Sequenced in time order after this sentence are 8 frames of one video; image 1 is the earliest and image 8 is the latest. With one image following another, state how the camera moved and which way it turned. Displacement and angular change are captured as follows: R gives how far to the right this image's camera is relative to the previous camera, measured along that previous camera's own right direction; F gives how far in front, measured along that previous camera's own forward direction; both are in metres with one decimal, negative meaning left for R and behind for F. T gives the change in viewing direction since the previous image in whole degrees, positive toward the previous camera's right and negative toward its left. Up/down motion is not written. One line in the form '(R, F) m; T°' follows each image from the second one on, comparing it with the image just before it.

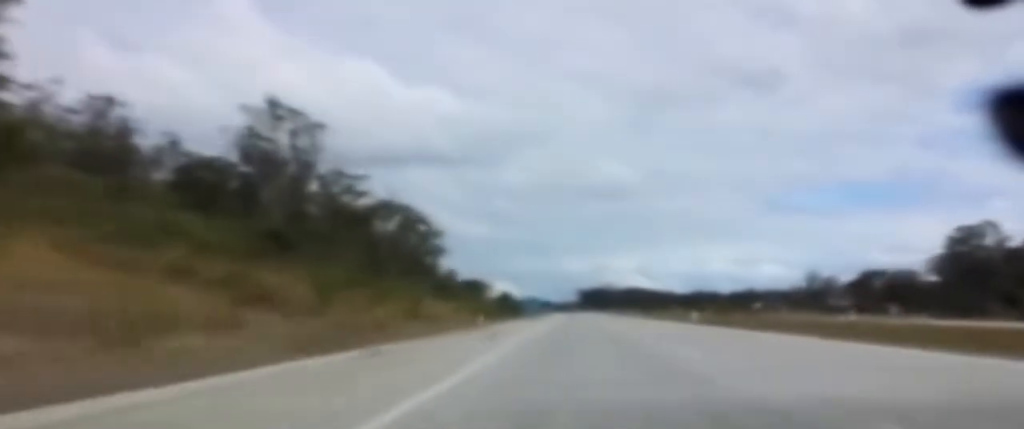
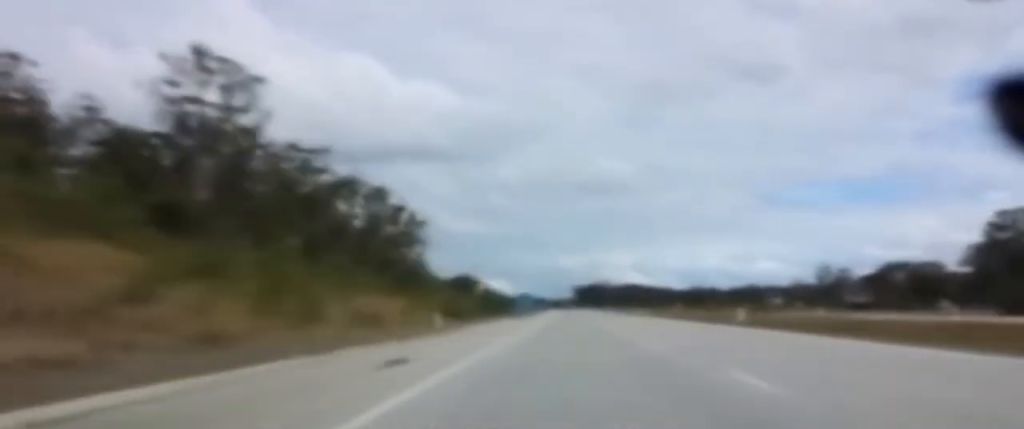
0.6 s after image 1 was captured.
(0.0, +17.4) m; 0°
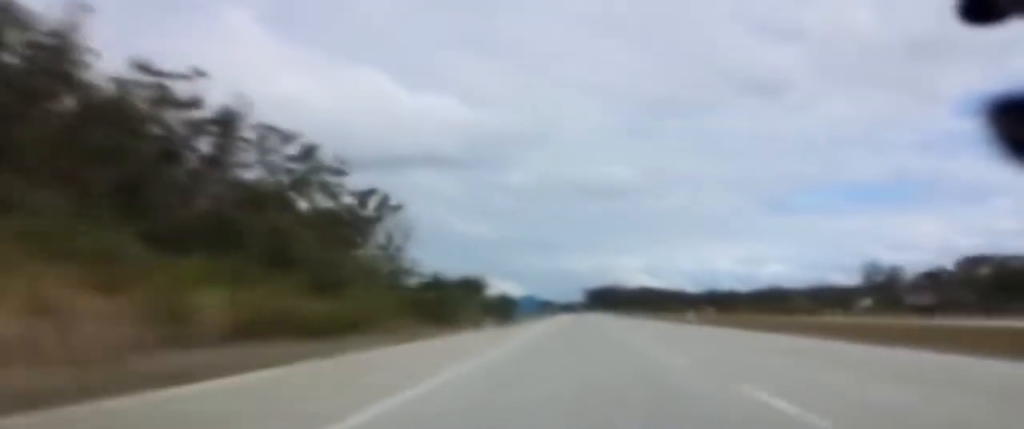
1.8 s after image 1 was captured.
(+0.1, +38.9) m; 0°
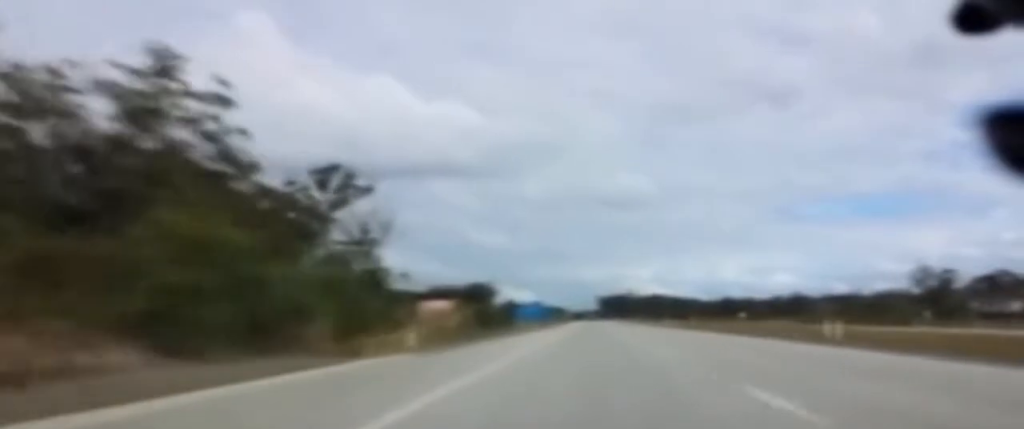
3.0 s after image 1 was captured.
(-0.1, +35.8) m; 0°
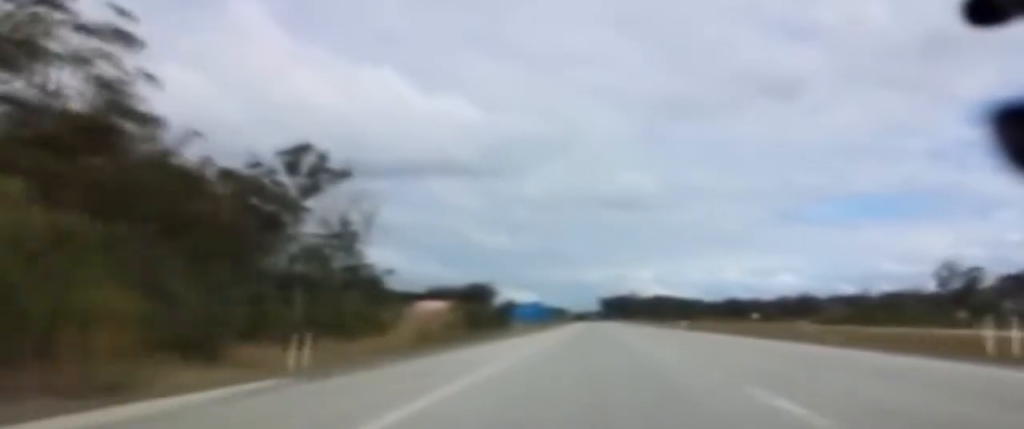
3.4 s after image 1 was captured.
(0.0, +12.3) m; 0°
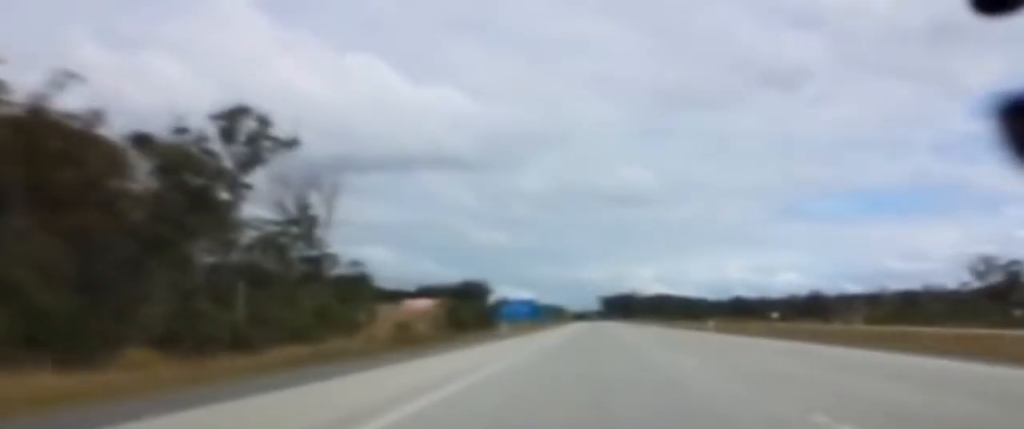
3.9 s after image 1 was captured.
(0.0, +15.3) m; 0°
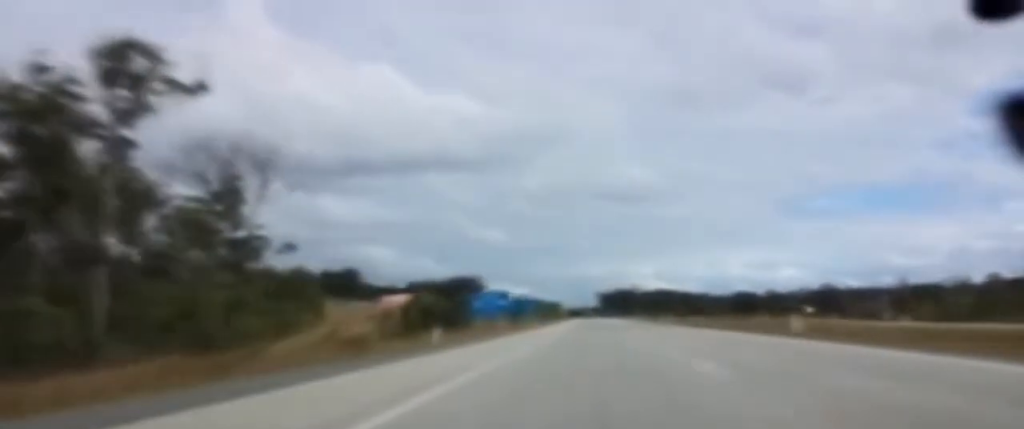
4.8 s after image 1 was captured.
(0.0, +26.6) m; 0°
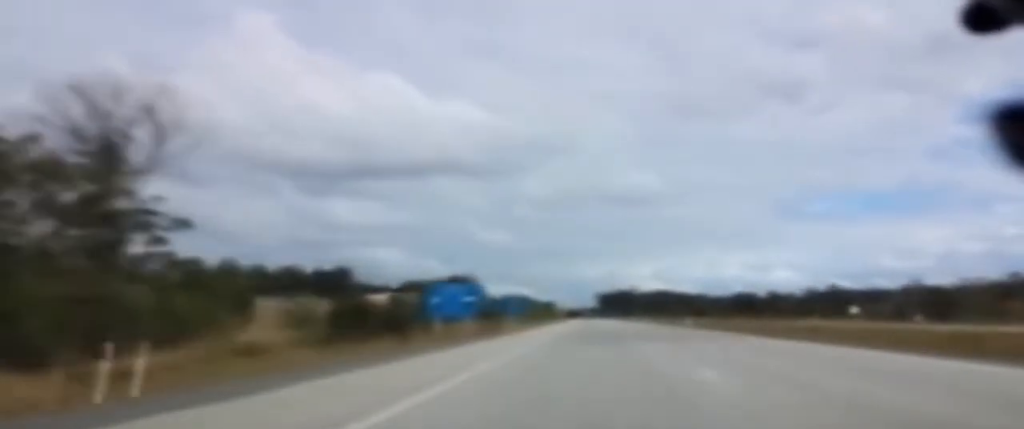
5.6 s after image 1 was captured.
(+0.1, +25.5) m; 0°
